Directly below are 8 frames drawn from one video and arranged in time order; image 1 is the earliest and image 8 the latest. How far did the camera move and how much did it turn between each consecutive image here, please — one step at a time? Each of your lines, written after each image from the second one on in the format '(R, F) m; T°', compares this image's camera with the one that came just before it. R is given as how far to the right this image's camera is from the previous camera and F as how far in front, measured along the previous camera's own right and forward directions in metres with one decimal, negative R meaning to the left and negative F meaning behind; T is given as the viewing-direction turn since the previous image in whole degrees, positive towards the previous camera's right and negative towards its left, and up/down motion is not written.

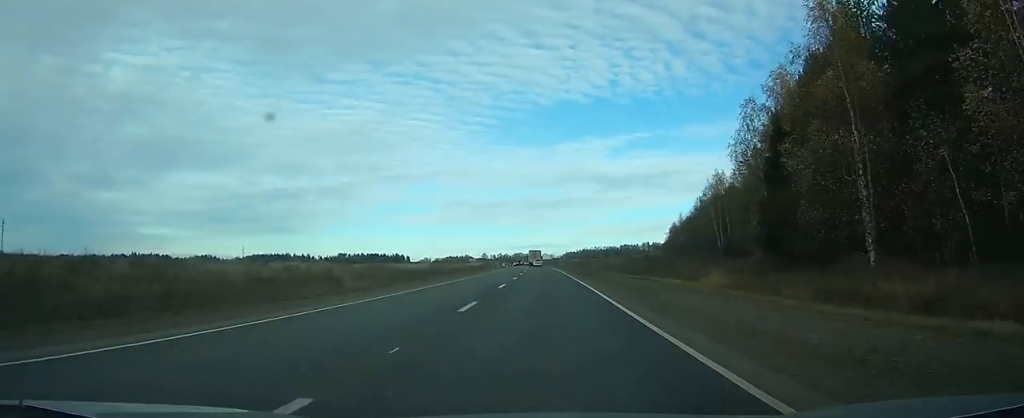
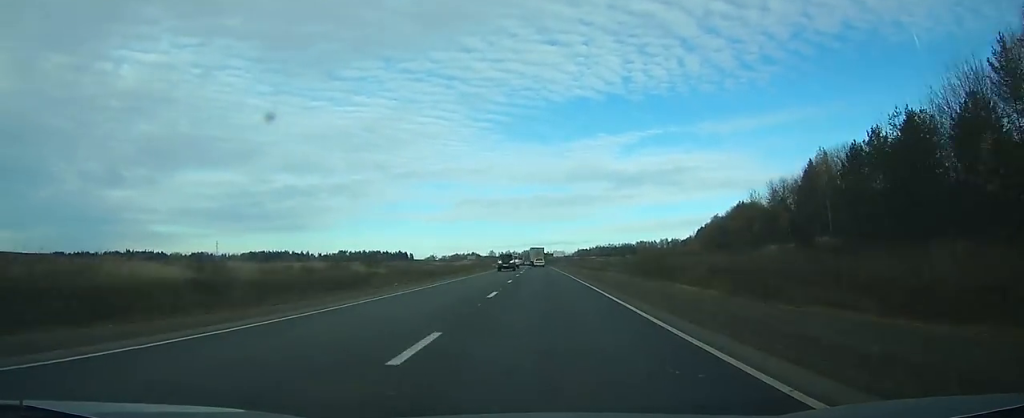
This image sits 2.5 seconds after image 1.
(-0.9, +68.1) m; -2°
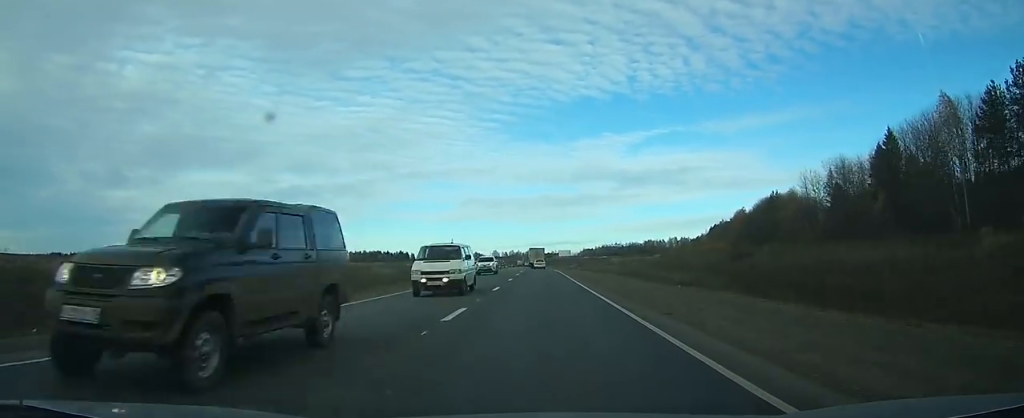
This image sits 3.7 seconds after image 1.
(-0.2, +31.5) m; -1°
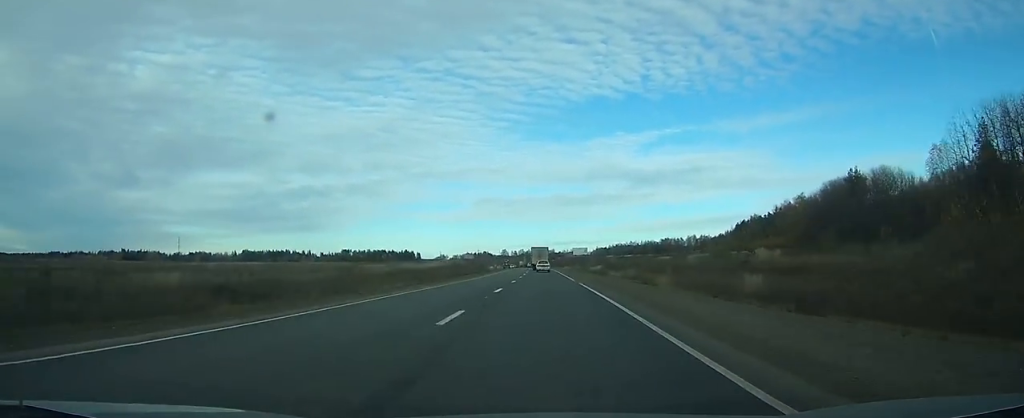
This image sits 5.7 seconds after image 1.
(-0.4, +49.7) m; -1°
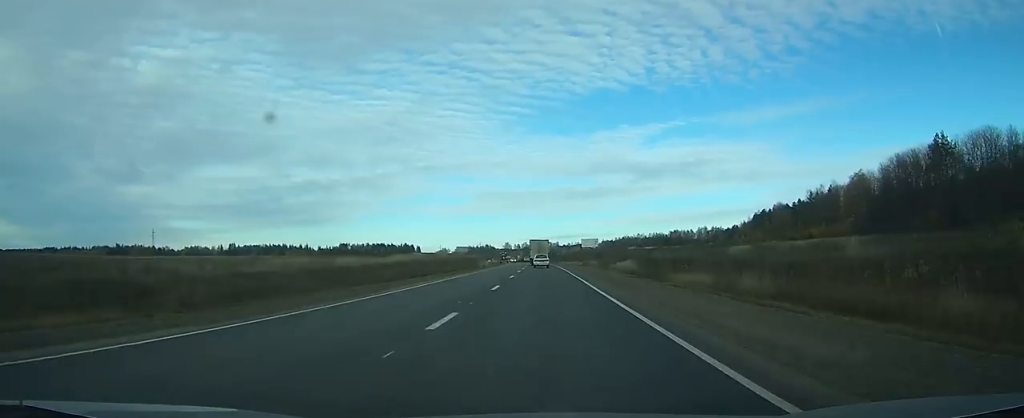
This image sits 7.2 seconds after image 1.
(-0.3, +38.5) m; -1°
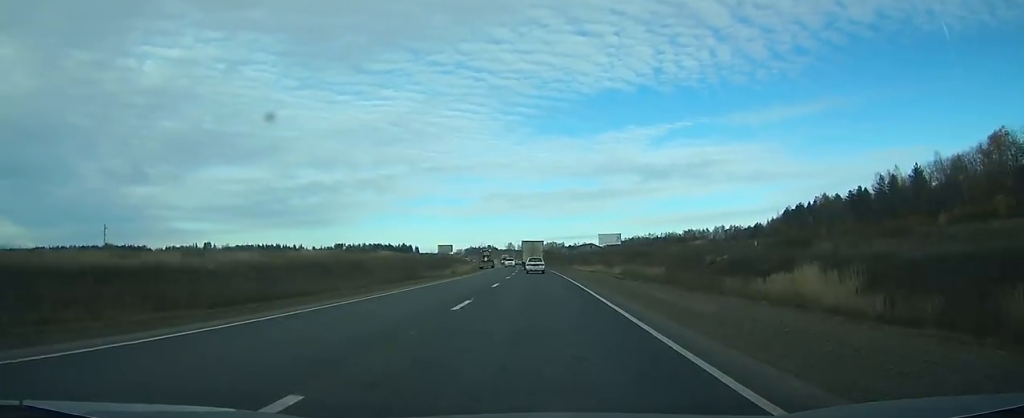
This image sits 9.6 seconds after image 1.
(-0.8, +58.0) m; -1°
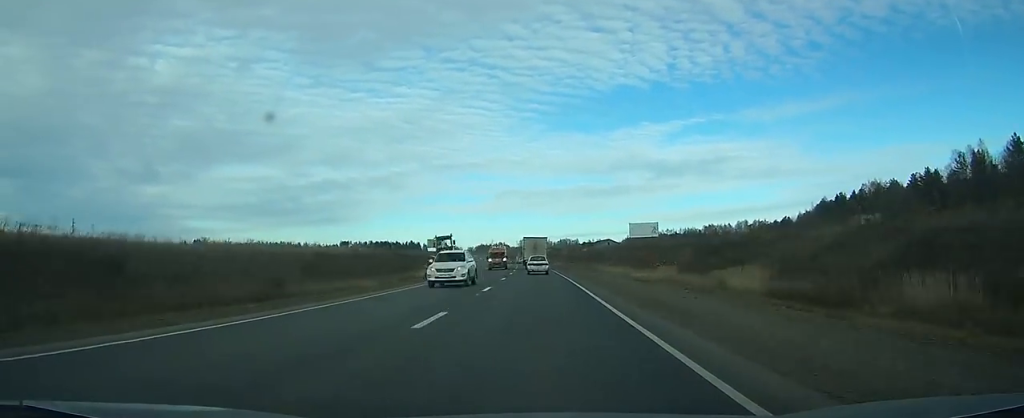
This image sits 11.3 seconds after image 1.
(-0.2, +40.8) m; -1°
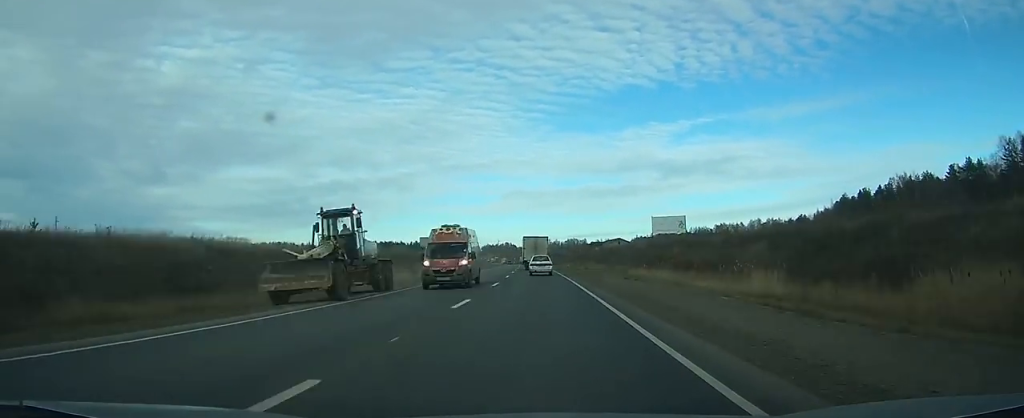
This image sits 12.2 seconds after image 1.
(0.0, +19.9) m; -1°
